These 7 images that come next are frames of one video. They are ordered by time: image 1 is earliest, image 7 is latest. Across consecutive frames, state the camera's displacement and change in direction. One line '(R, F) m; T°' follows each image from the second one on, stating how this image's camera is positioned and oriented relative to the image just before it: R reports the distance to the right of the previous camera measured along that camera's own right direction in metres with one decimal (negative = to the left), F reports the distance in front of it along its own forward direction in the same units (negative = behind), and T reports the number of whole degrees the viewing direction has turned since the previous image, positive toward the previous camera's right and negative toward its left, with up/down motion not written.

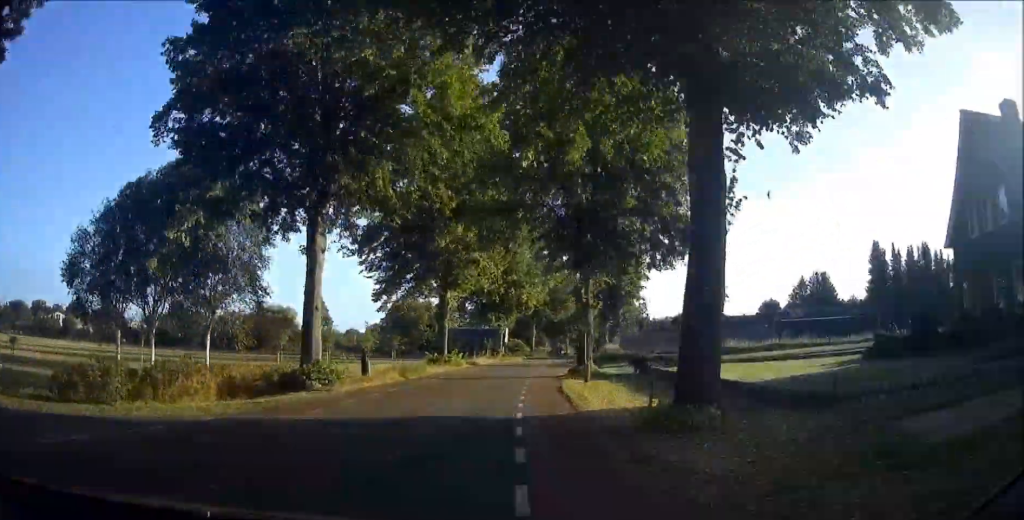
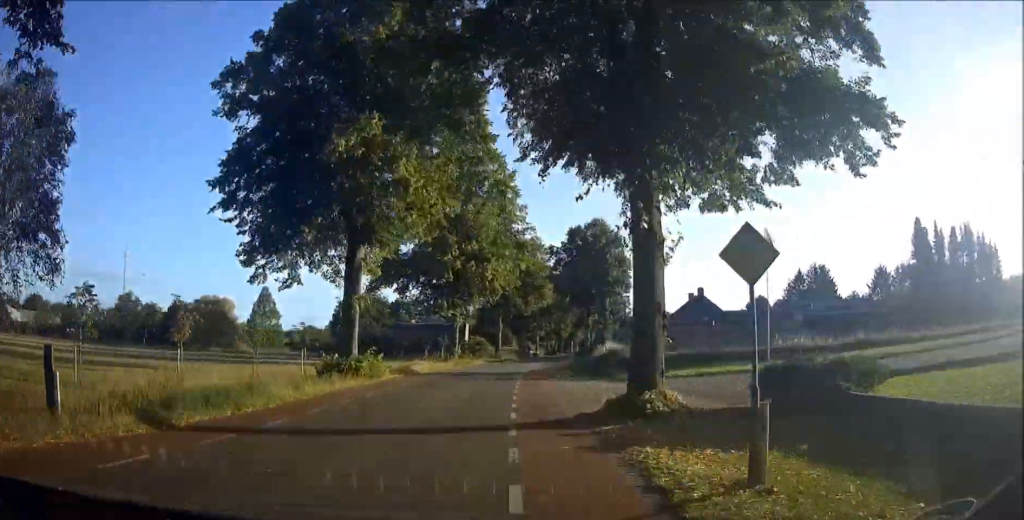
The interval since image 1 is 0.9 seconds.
(+0.1, +16.5) m; +3°
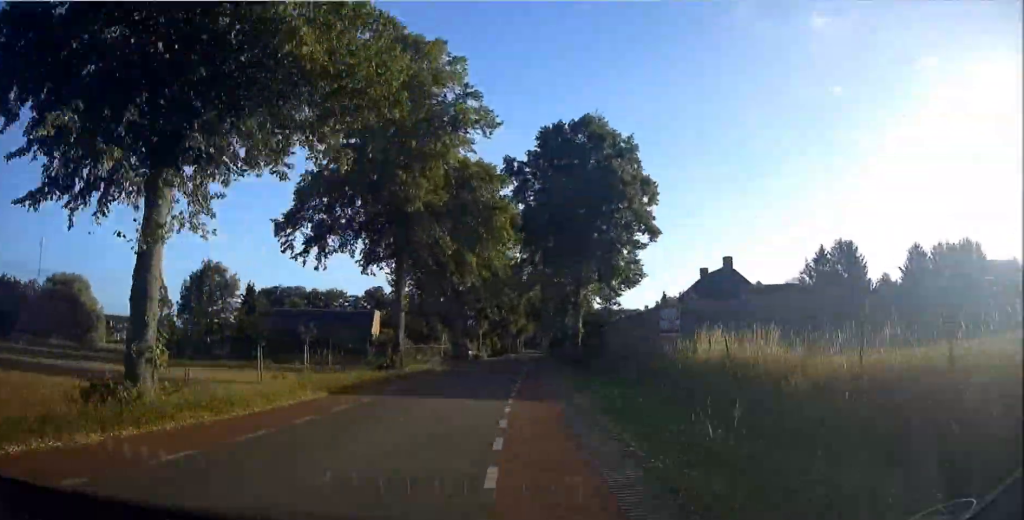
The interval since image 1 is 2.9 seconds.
(+1.7, +34.0) m; +5°
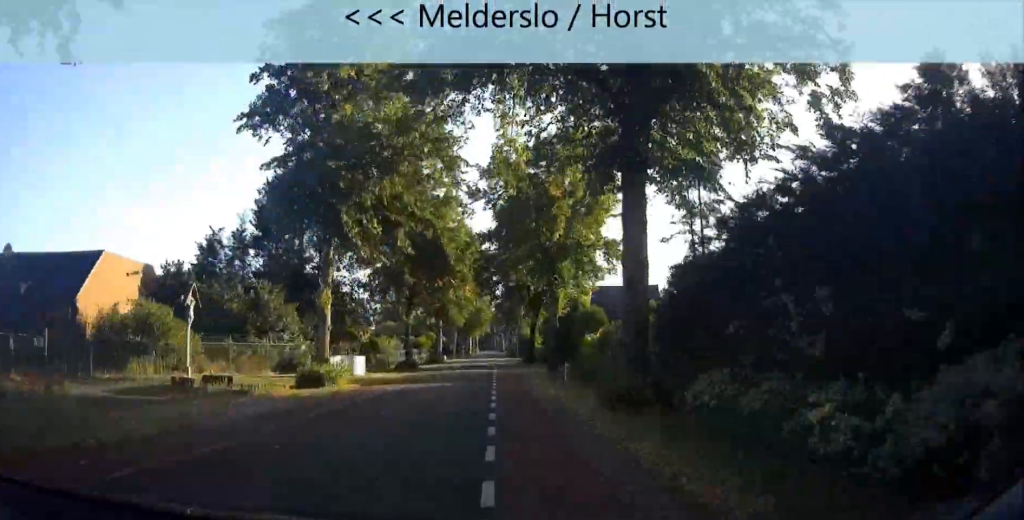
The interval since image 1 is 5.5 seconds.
(+1.8, +45.4) m; +3°
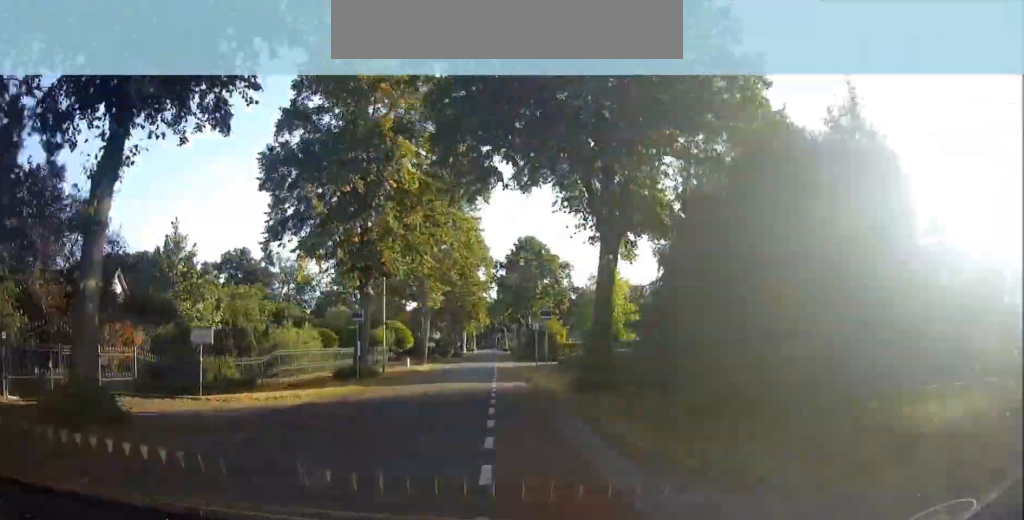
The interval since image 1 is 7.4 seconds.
(-0.1, +33.3) m; 0°
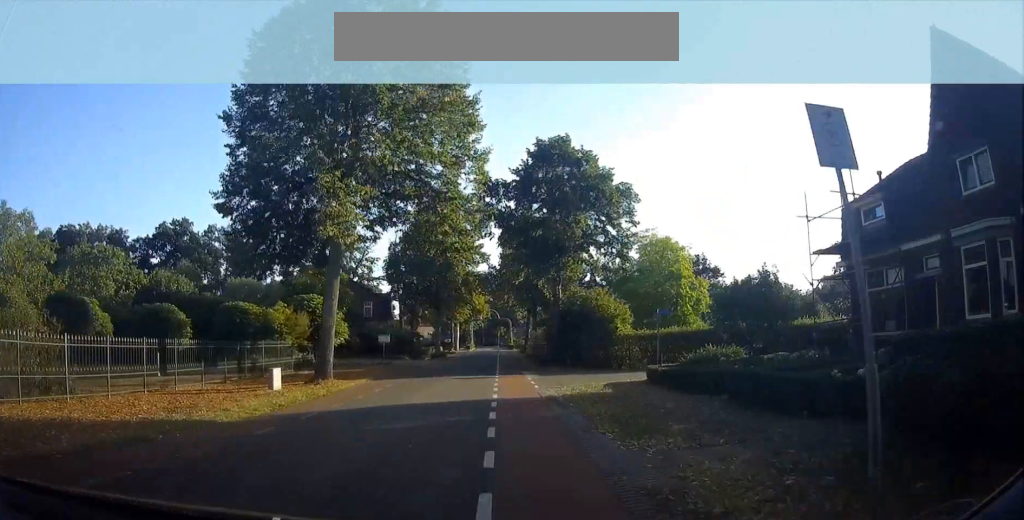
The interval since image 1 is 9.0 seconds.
(0.0, +26.9) m; 0°
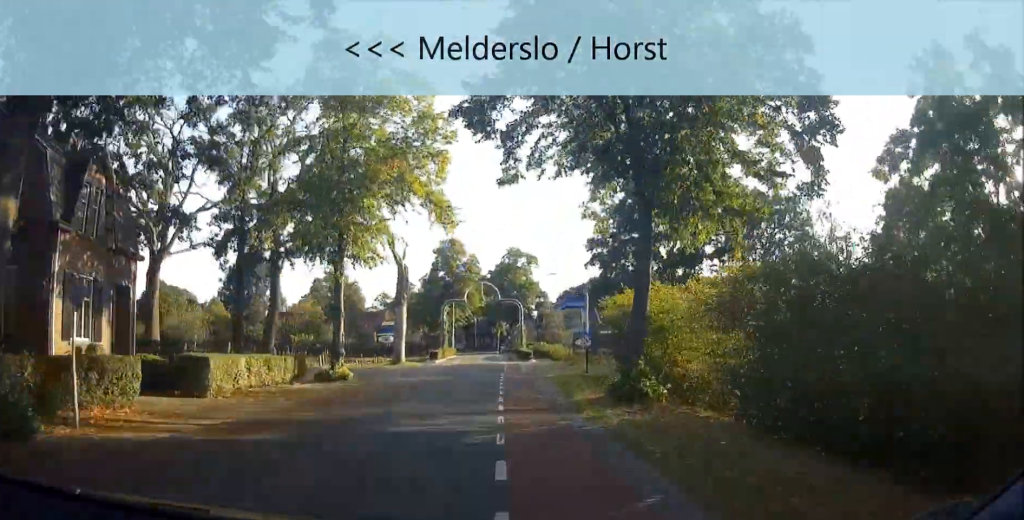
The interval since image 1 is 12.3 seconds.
(-0.1, +52.9) m; 0°
